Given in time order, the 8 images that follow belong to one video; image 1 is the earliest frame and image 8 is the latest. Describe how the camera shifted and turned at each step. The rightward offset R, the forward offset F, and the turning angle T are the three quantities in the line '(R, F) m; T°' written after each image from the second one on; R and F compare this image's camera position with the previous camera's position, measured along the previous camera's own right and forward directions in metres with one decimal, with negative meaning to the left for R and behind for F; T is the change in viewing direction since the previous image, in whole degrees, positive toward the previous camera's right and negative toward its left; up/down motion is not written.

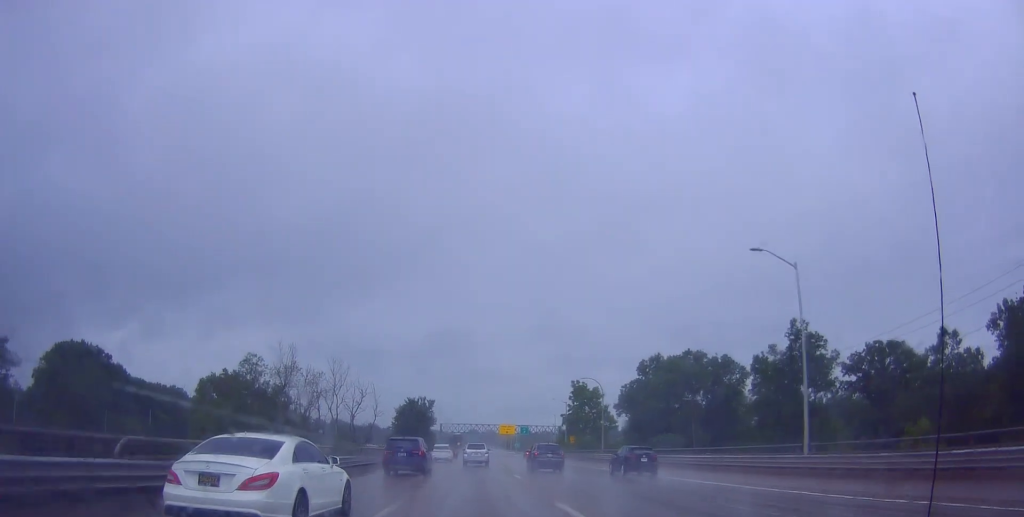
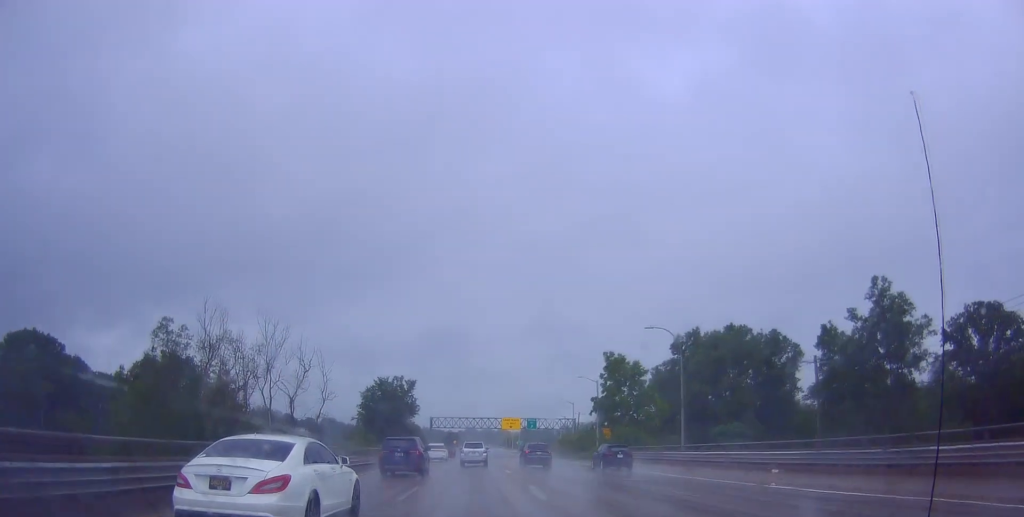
(0.0, +26.1) m; 0°
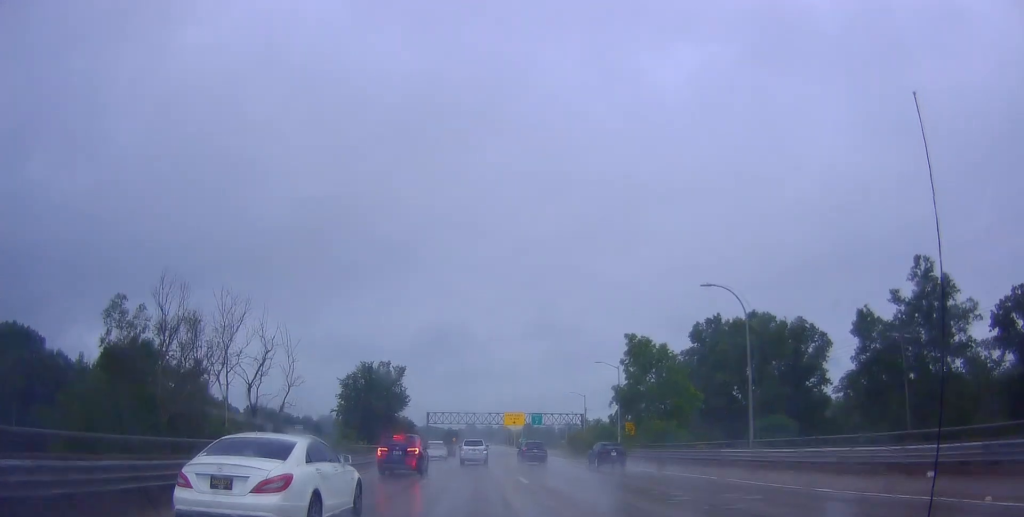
(-0.1, +10.2) m; 0°
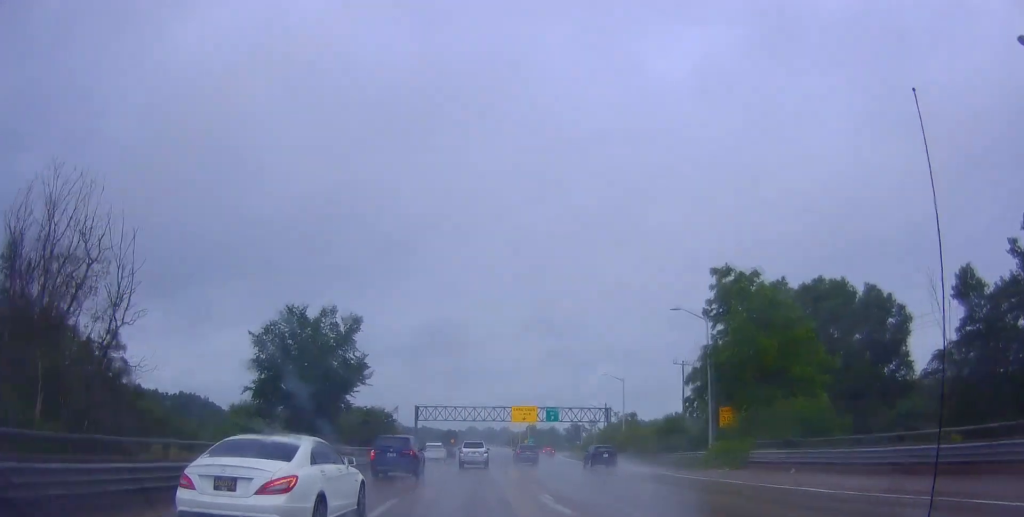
(+0.3, +23.1) m; 0°
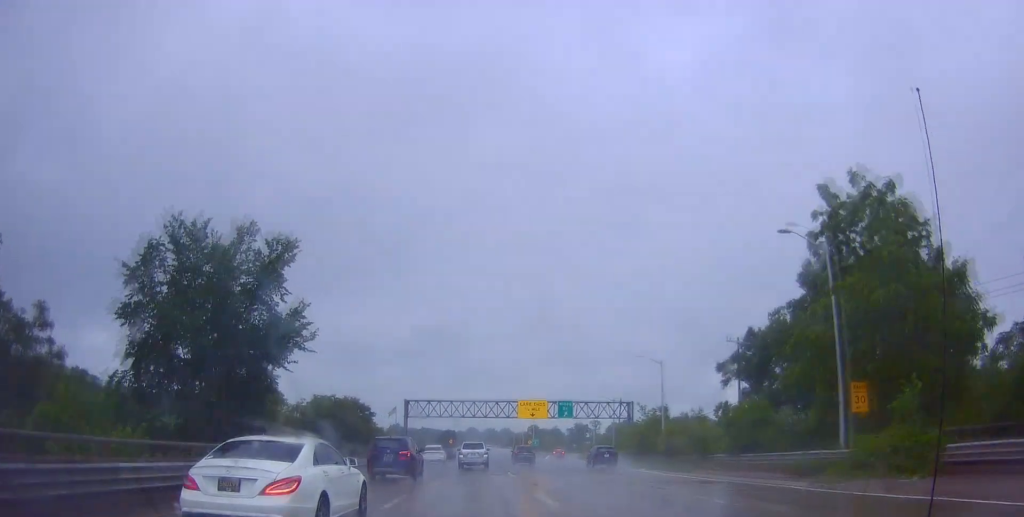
(-0.2, +14.1) m; -1°
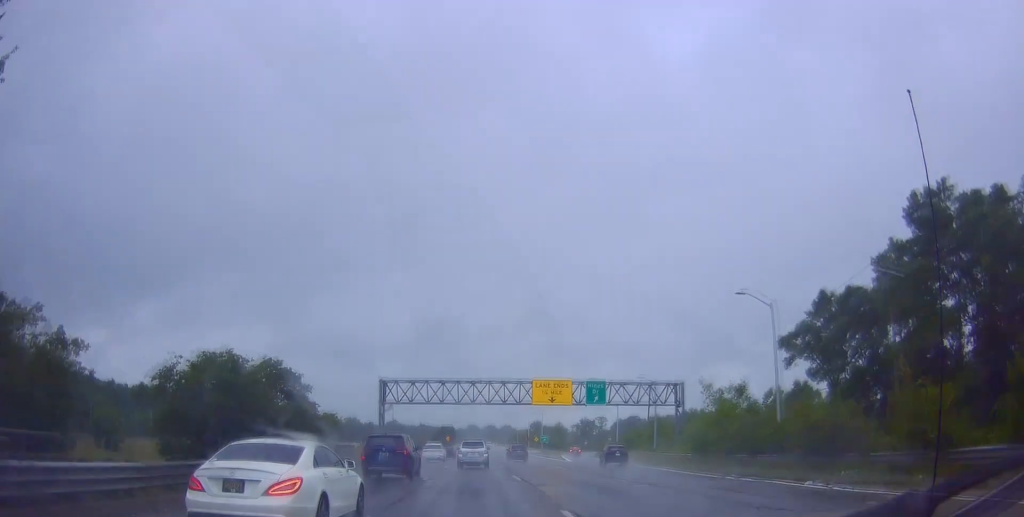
(-0.3, +21.2) m; 0°
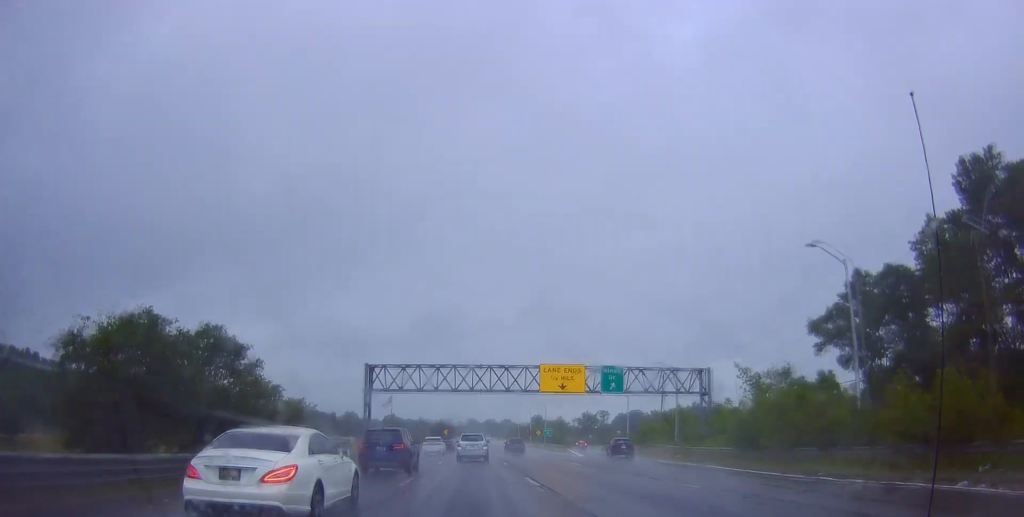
(-0.1, +7.9) m; 0°
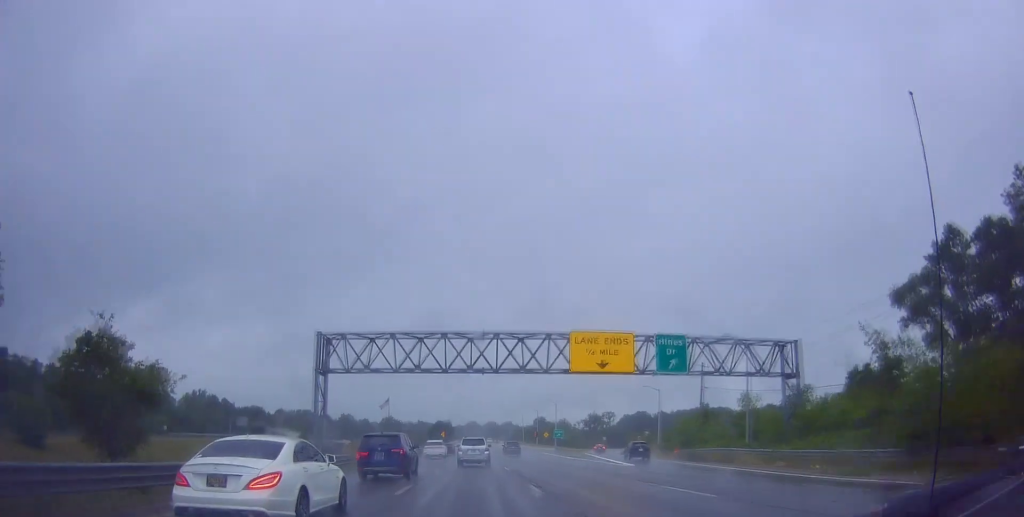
(+0.5, +16.7) m; +1°
